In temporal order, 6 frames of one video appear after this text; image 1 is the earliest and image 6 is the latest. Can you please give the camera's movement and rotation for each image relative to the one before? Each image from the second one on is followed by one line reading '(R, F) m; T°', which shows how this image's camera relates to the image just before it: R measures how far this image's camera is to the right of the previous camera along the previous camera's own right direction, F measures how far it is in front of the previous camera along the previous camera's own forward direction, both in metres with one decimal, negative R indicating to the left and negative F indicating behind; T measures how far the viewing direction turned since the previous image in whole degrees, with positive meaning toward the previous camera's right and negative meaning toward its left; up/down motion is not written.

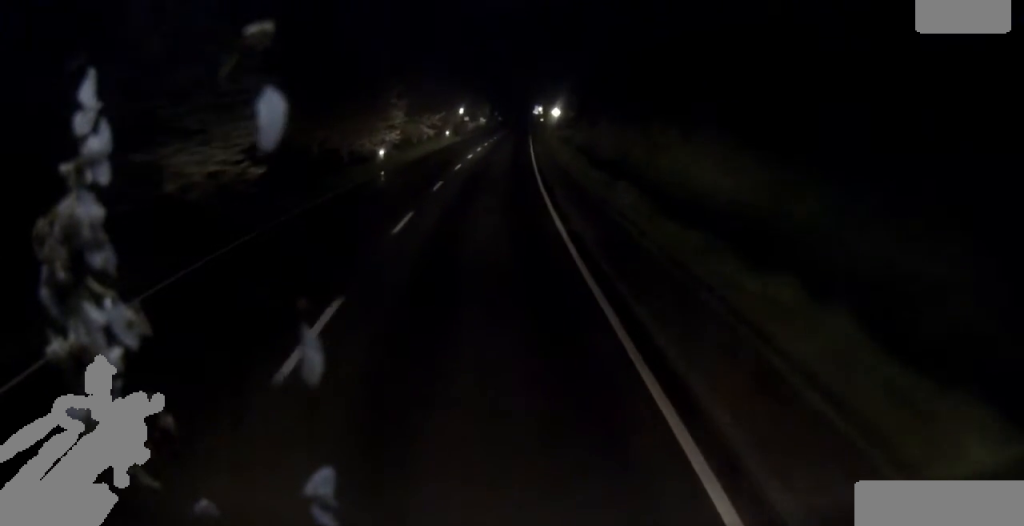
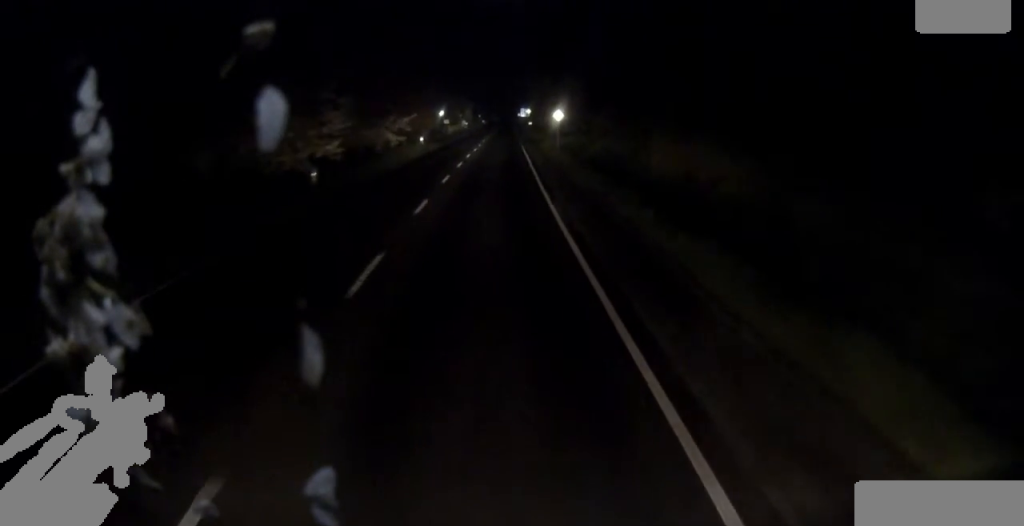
(0.0, +14.2) m; 0°
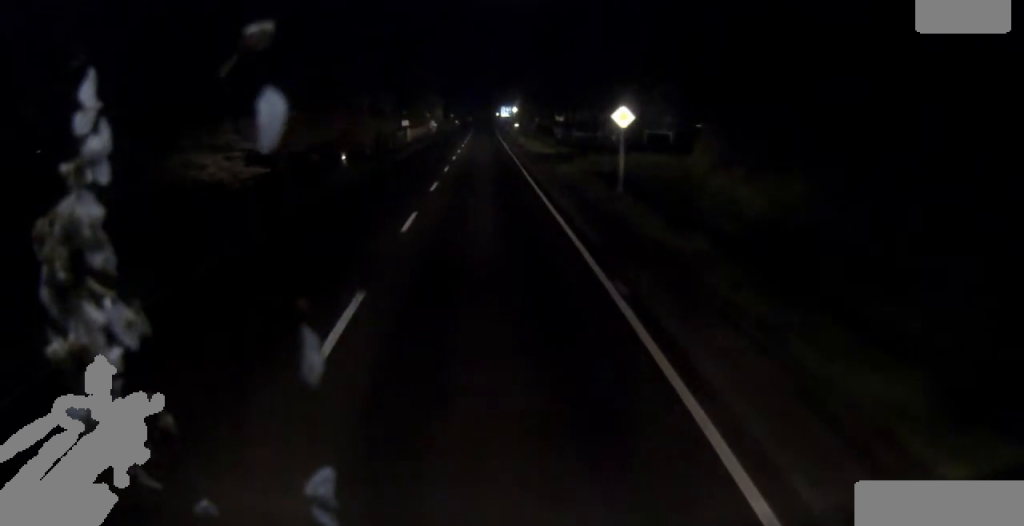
(+0.1, +29.0) m; +1°
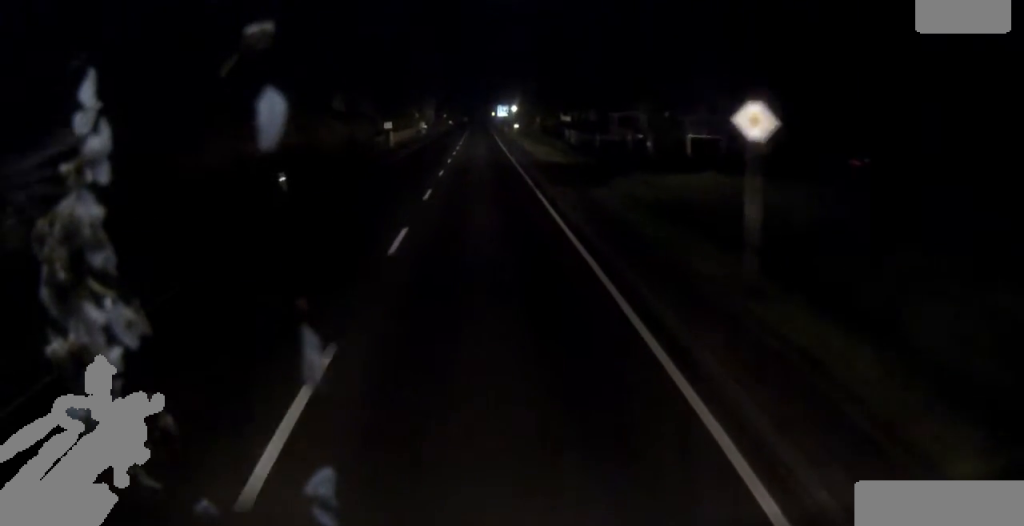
(+0.1, +11.1) m; 0°
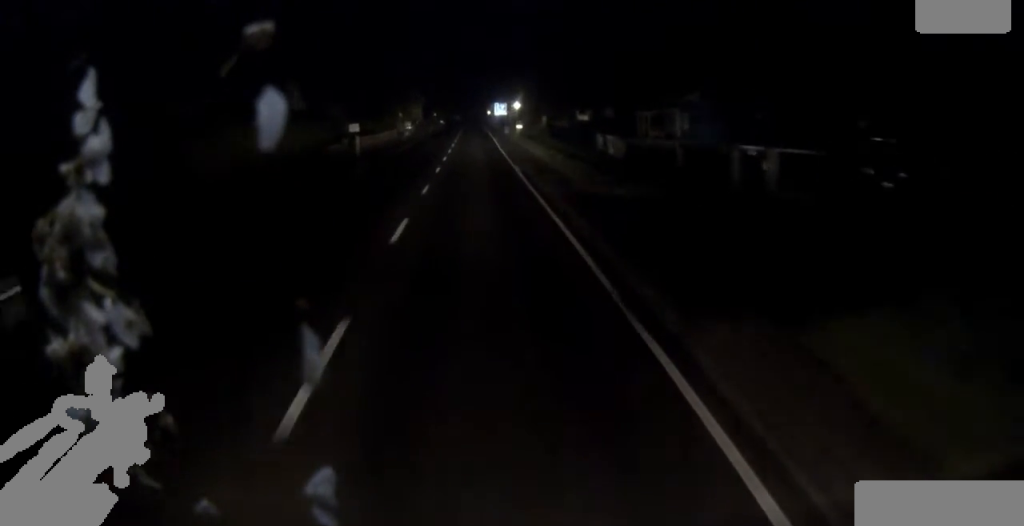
(+0.1, +16.4) m; 0°
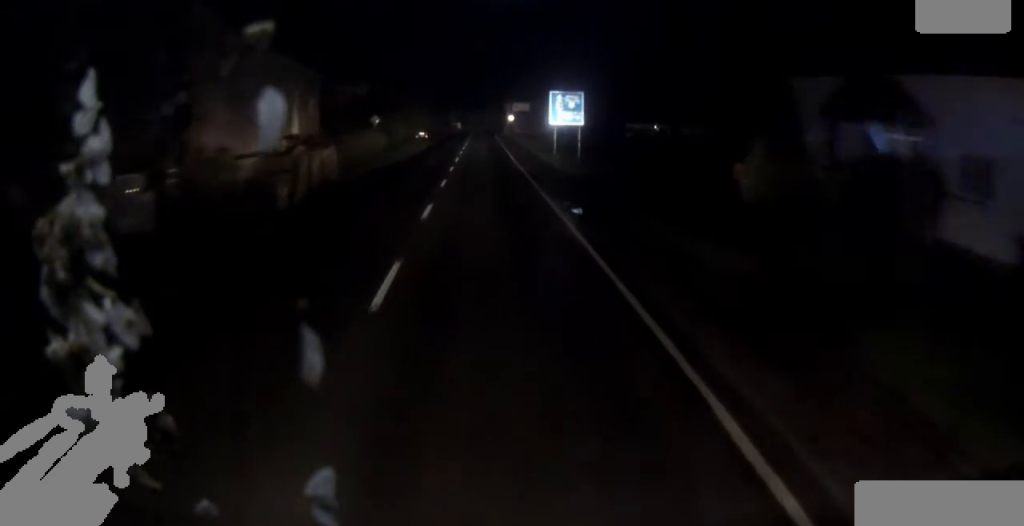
(+2.5, +81.8) m; +1°
